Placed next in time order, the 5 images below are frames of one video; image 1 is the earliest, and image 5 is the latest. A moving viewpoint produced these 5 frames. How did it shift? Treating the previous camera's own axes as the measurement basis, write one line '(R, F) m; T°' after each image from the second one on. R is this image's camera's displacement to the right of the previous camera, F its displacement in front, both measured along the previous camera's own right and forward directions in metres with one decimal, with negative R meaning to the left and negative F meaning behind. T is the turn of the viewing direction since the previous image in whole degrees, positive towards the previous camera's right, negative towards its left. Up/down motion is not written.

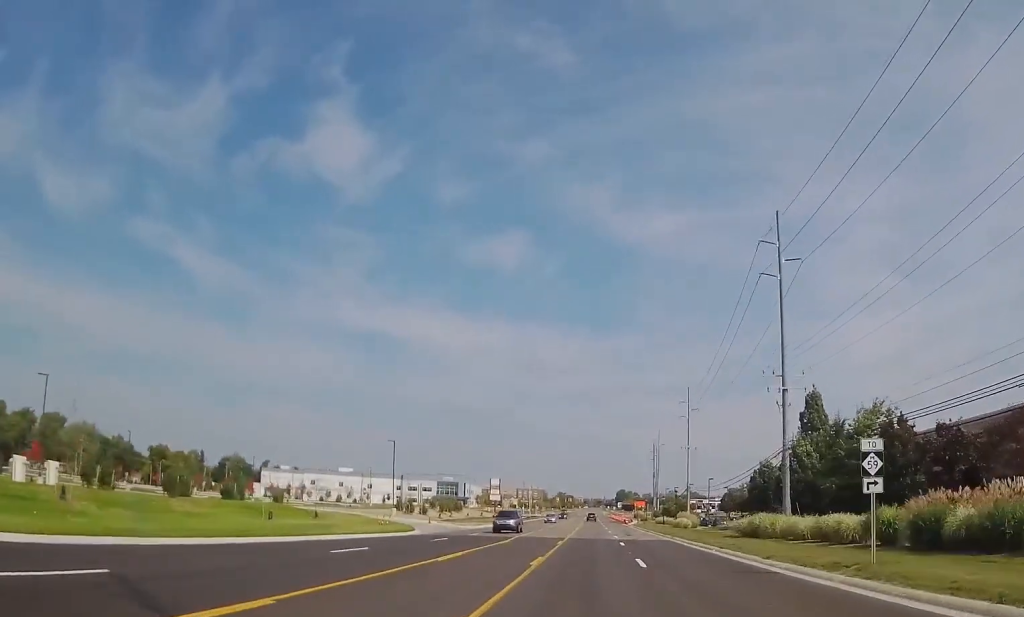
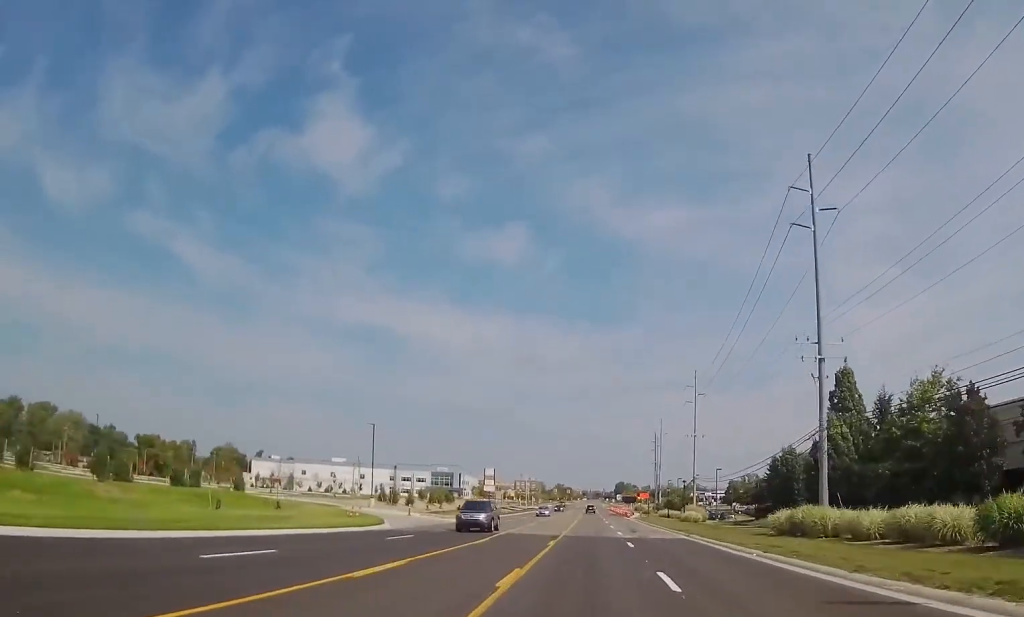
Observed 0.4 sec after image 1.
(0.0, +8.1) m; 0°
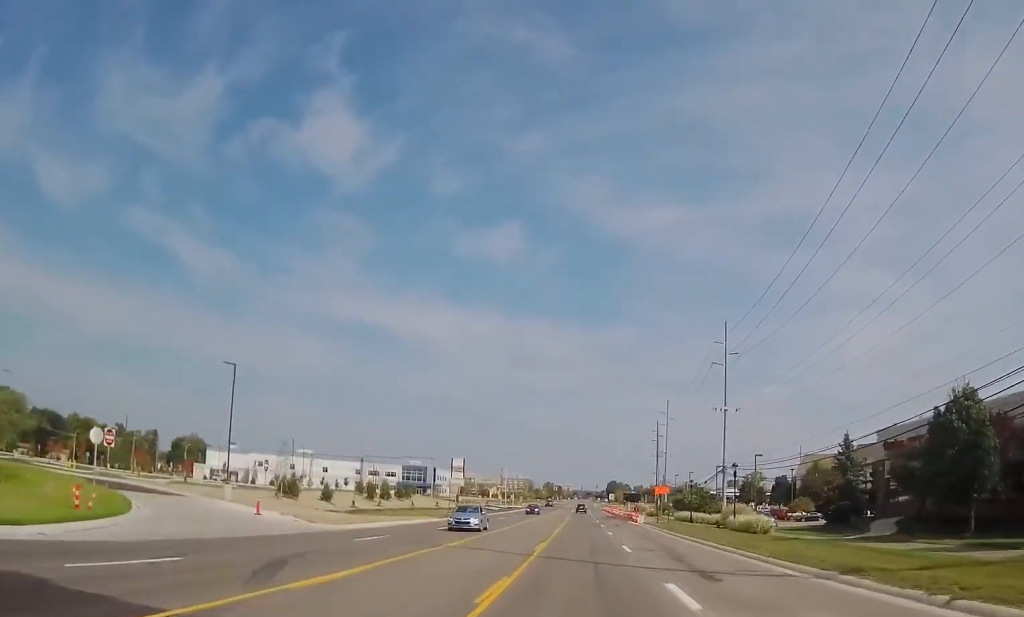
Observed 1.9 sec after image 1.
(+0.2, +30.6) m; 0°
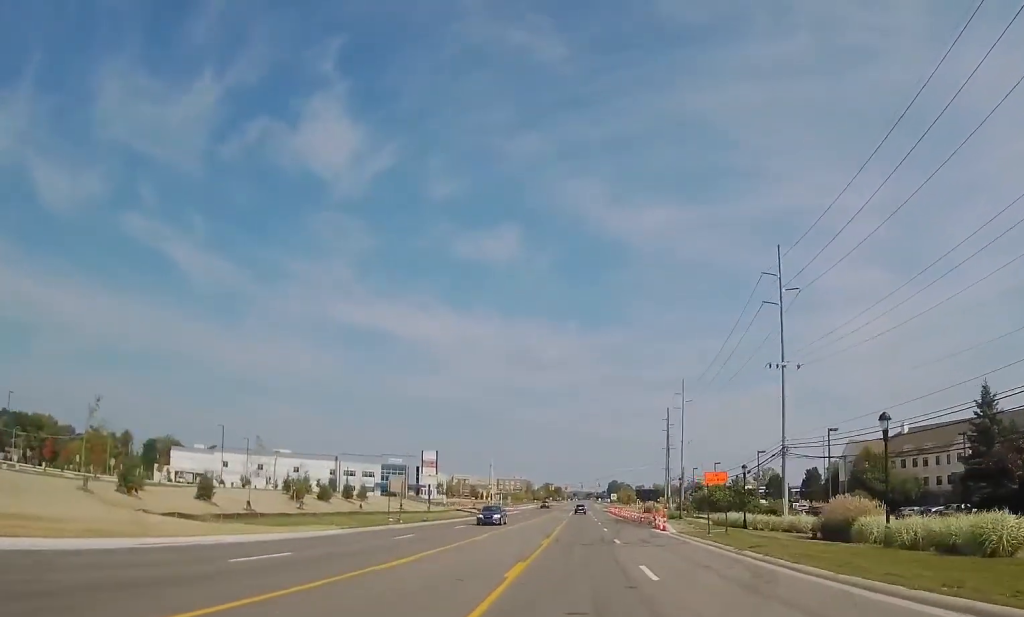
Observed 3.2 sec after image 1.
(-0.2, +25.1) m; -1°
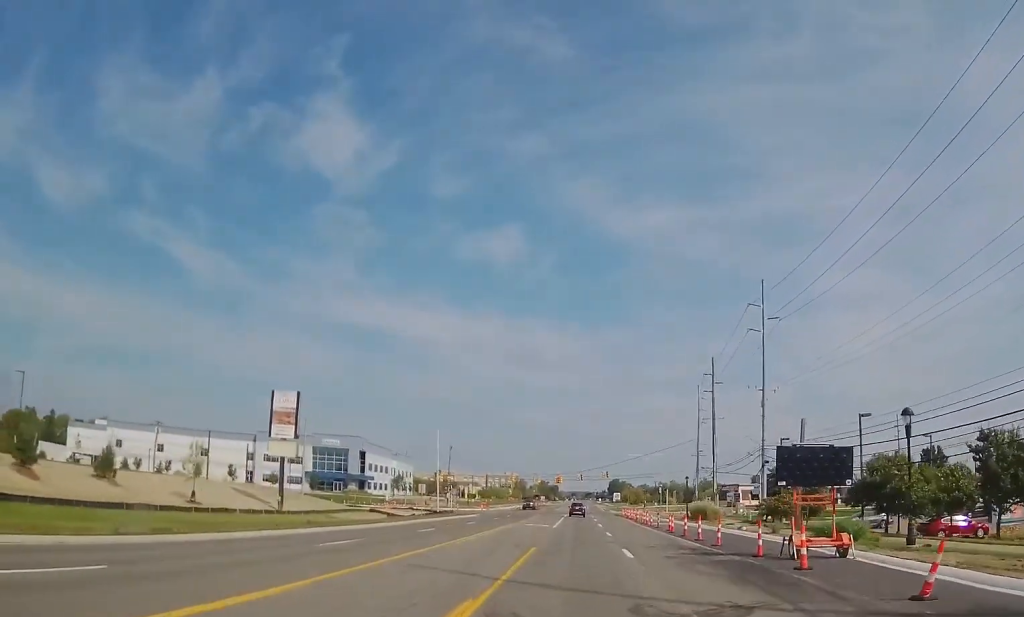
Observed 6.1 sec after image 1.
(+0.6, +56.0) m; +1°
